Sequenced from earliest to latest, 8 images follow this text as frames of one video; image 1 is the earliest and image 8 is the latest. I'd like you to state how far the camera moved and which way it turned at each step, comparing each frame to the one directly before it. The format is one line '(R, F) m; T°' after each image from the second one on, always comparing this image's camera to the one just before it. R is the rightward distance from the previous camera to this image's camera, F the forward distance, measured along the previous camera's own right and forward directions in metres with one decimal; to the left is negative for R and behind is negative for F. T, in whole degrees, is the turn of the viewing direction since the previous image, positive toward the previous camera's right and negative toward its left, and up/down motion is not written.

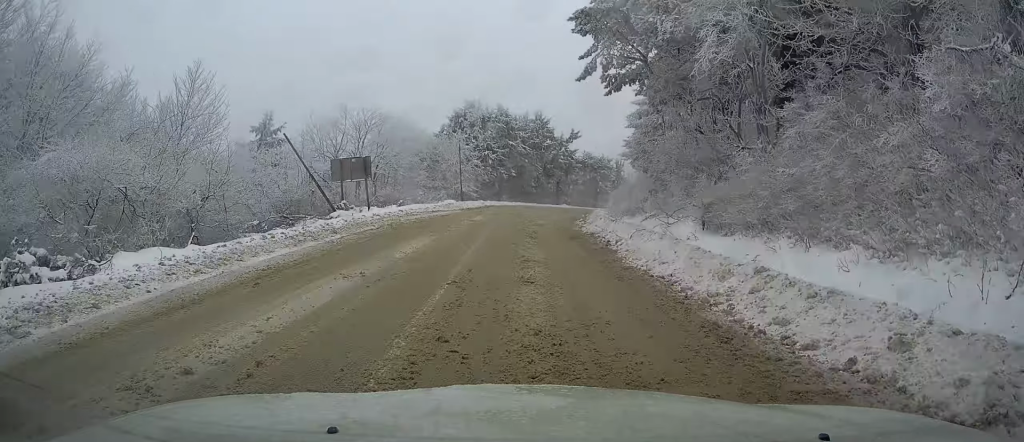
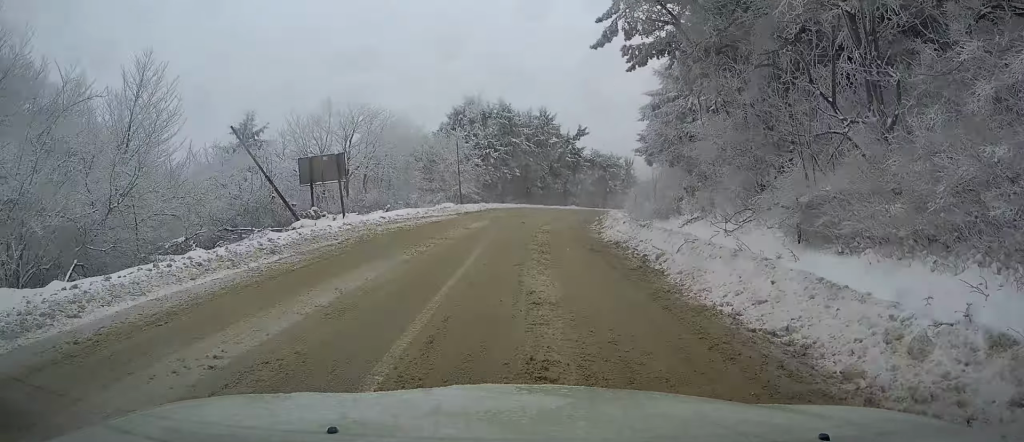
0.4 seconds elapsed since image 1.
(0.0, +4.4) m; 0°
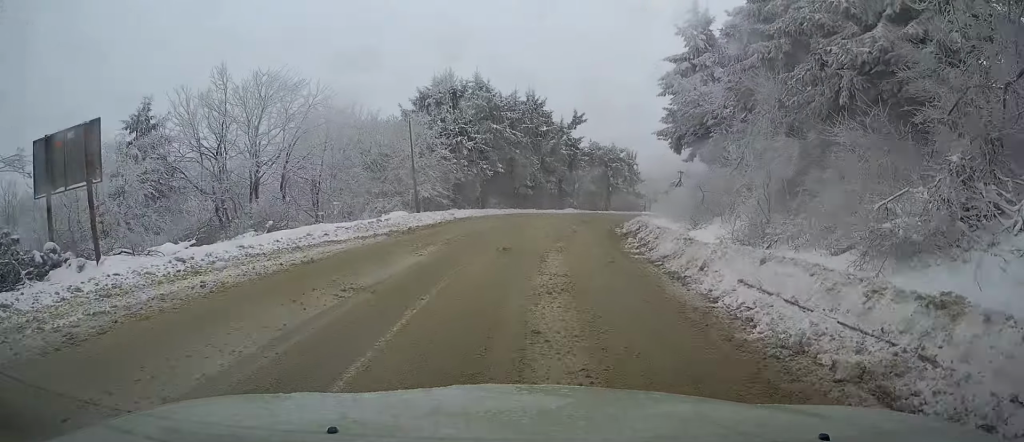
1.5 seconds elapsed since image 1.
(-0.1, +12.4) m; +1°
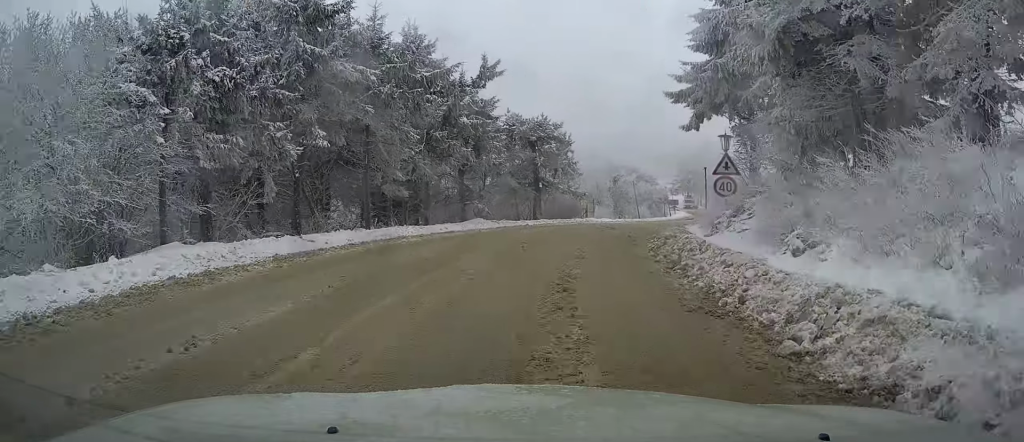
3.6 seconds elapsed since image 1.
(+1.9, +23.5) m; +11°
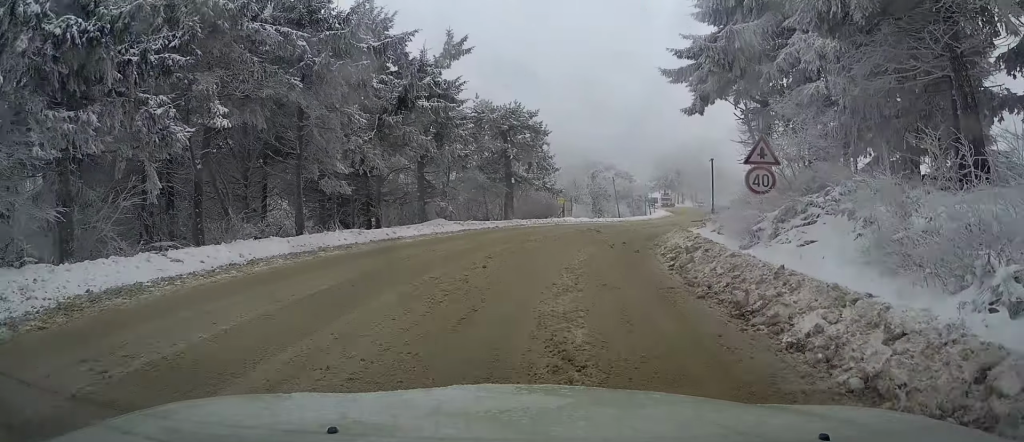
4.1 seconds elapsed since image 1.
(0.0, +4.9) m; +3°
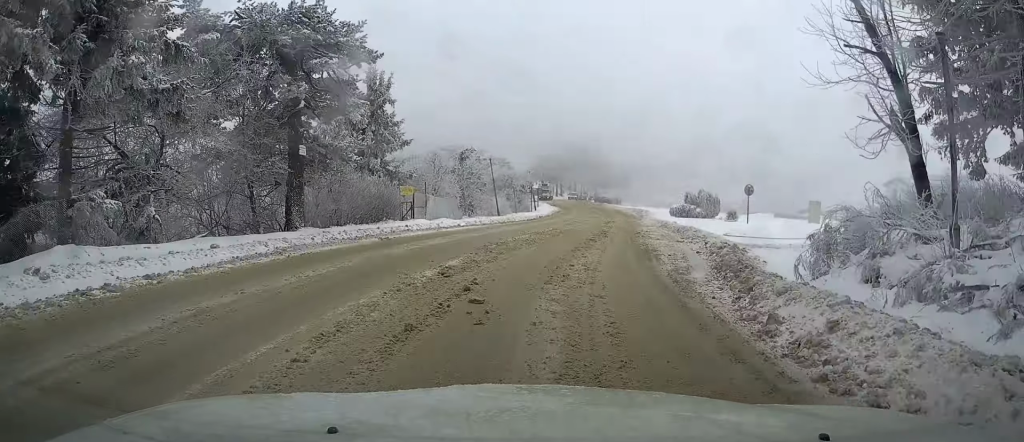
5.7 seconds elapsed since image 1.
(+1.9, +18.5) m; +10°
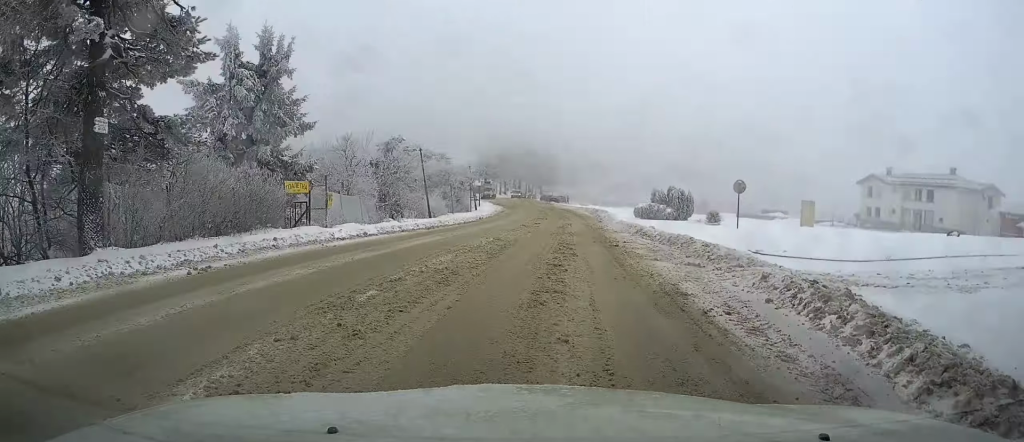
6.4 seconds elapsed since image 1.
(+0.3, +8.0) m; +3°
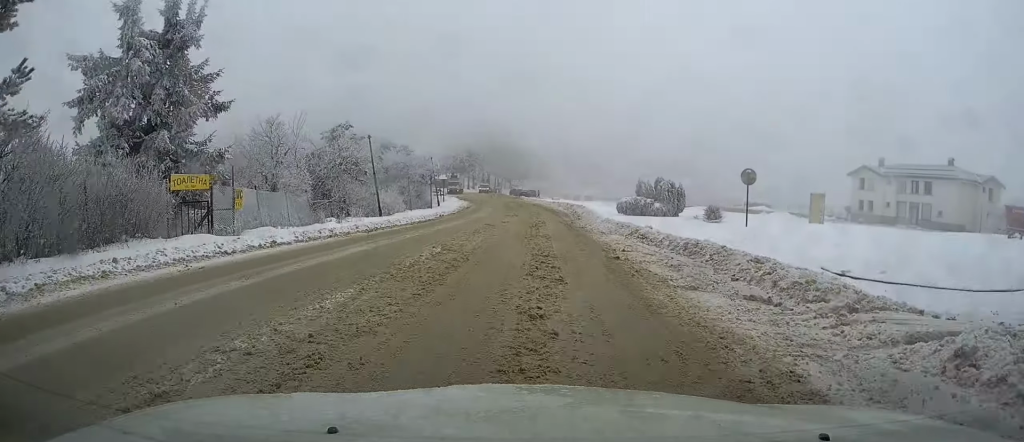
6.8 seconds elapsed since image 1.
(+0.1, +5.7) m; +2°
